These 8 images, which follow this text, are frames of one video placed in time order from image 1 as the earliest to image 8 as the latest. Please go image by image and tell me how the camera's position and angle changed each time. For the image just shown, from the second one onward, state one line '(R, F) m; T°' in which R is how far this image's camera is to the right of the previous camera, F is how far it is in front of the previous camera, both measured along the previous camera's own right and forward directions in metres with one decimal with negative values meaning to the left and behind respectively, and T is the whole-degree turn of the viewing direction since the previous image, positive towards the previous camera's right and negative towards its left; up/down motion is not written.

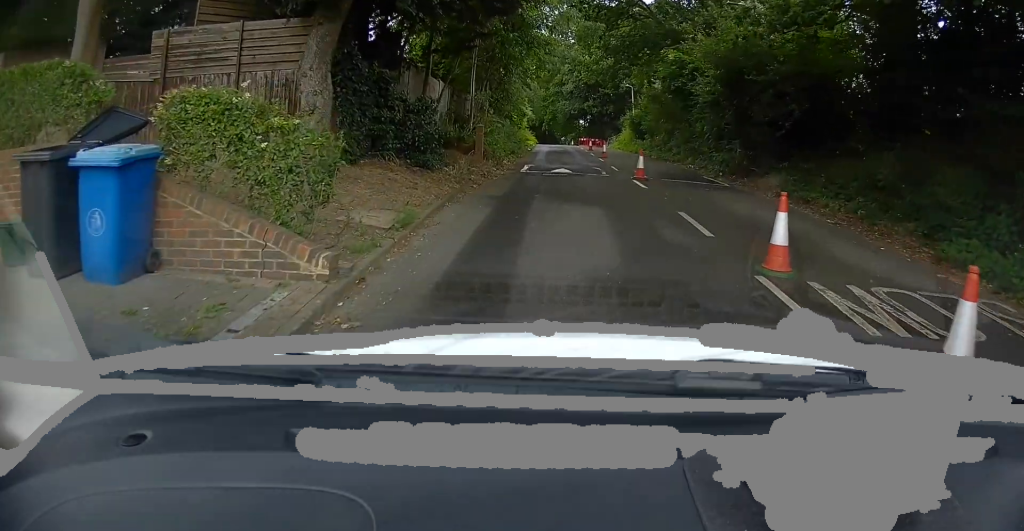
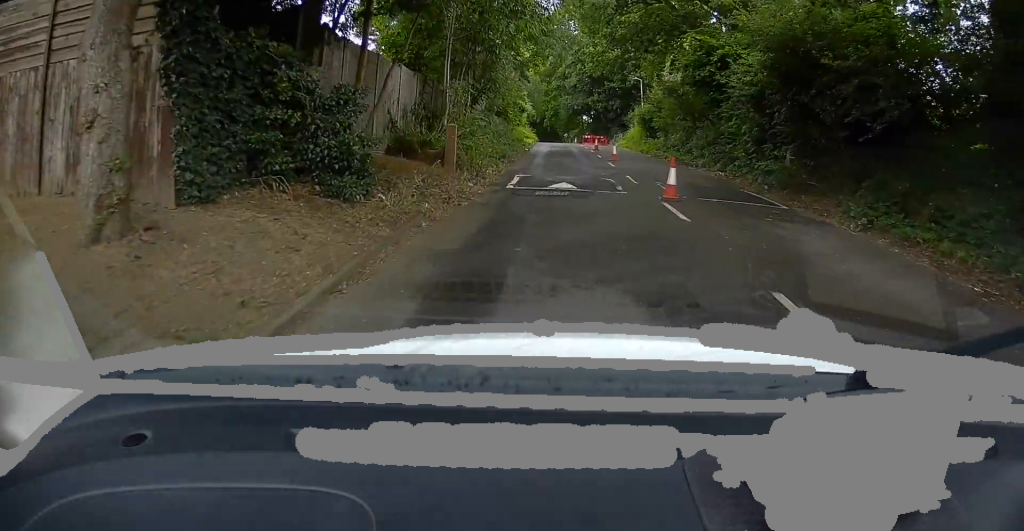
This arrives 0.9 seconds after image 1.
(0.0, +4.7) m; -1°
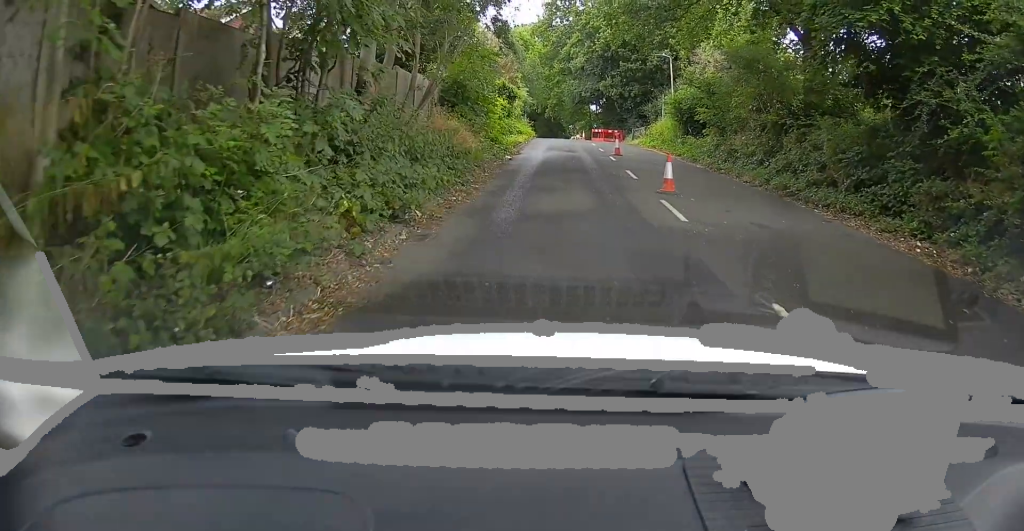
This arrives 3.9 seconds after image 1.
(-0.3, +12.4) m; +2°
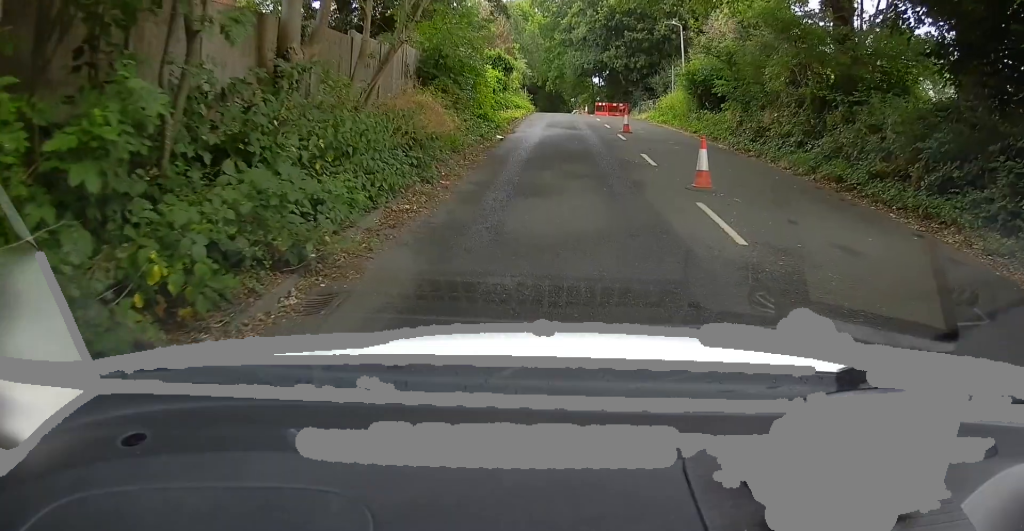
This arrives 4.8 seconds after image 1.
(+0.1, +3.0) m; +1°
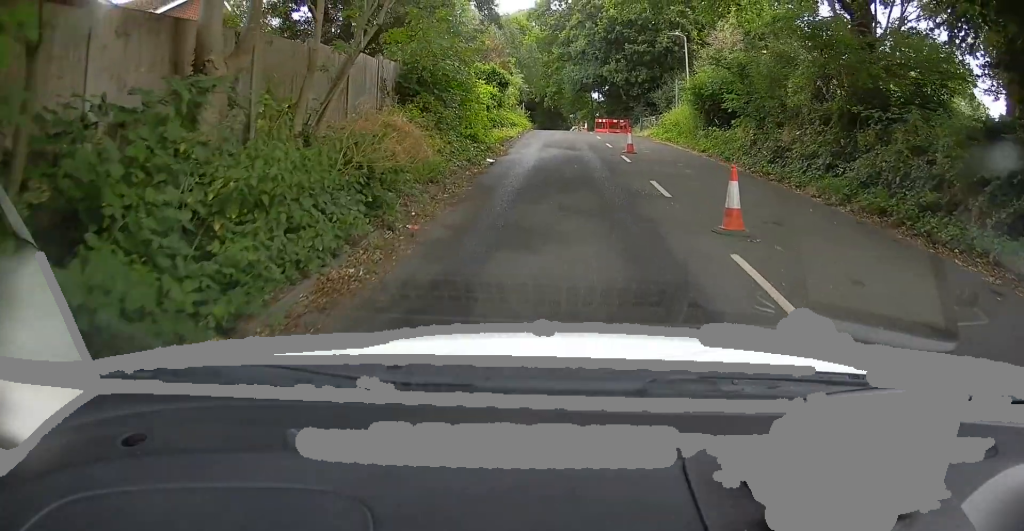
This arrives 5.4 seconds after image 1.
(0.0, +1.9) m; 0°
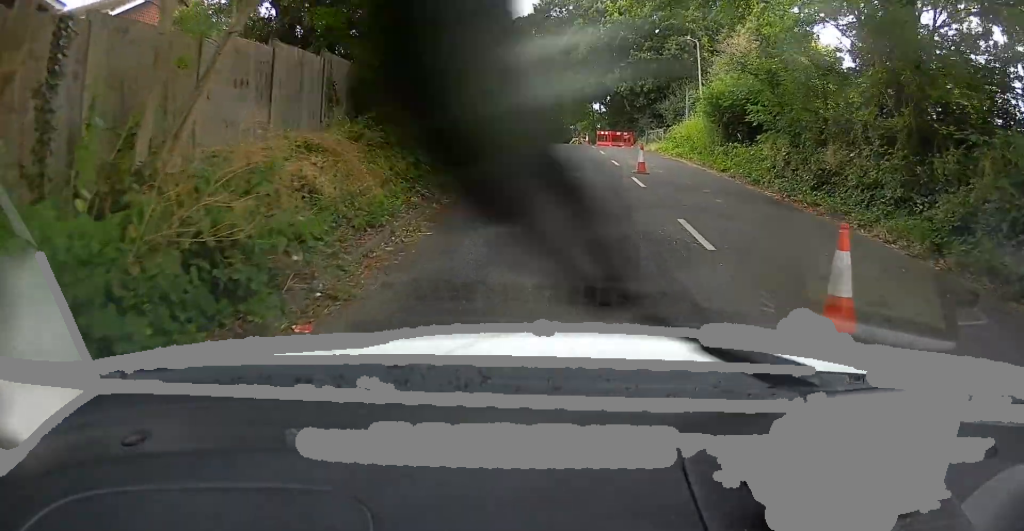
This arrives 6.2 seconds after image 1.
(0.0, +2.8) m; -1°
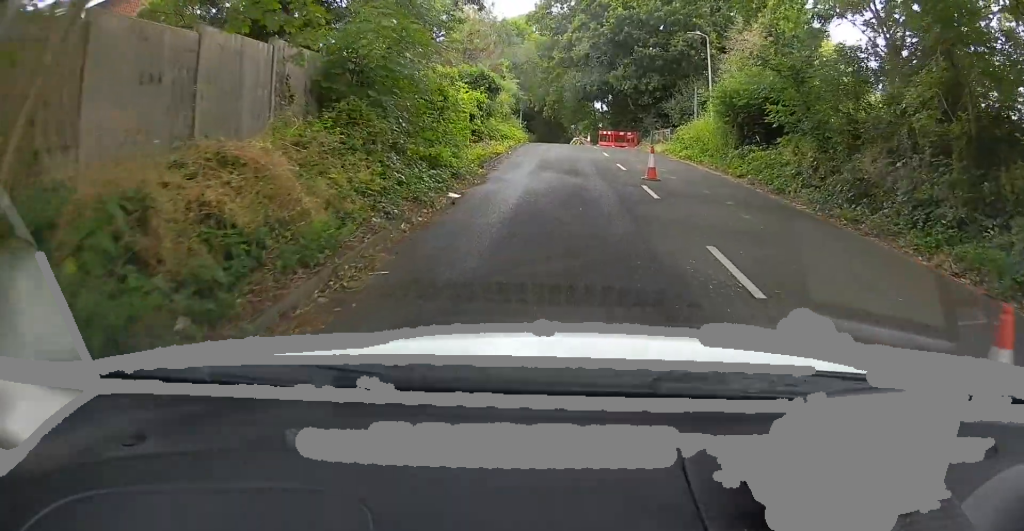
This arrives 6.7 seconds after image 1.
(0.0, +1.7) m; 0°
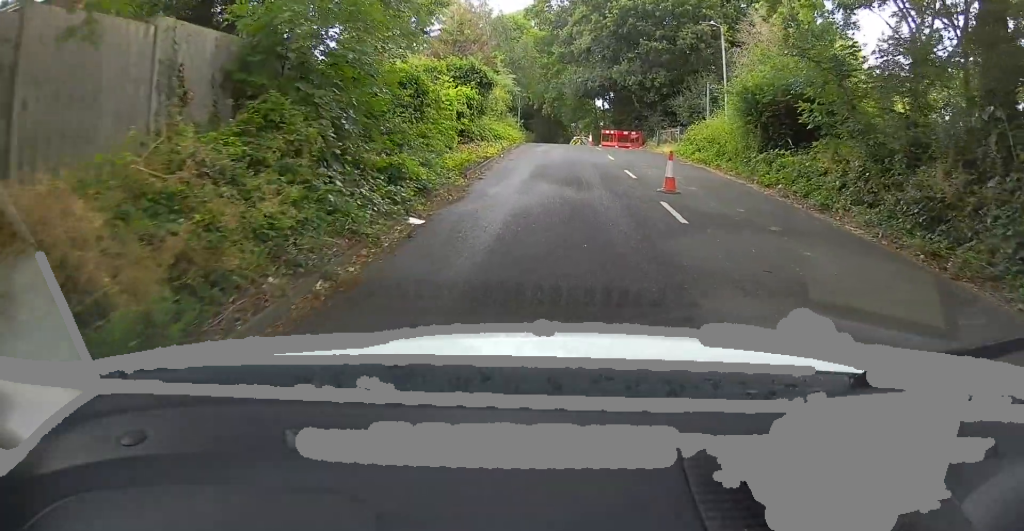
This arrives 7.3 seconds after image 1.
(0.0, +2.2) m; -1°
